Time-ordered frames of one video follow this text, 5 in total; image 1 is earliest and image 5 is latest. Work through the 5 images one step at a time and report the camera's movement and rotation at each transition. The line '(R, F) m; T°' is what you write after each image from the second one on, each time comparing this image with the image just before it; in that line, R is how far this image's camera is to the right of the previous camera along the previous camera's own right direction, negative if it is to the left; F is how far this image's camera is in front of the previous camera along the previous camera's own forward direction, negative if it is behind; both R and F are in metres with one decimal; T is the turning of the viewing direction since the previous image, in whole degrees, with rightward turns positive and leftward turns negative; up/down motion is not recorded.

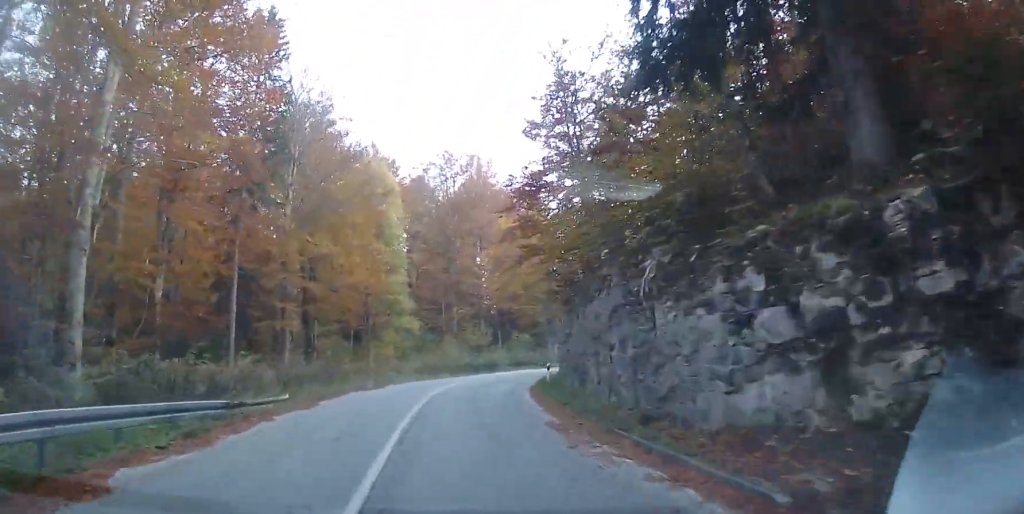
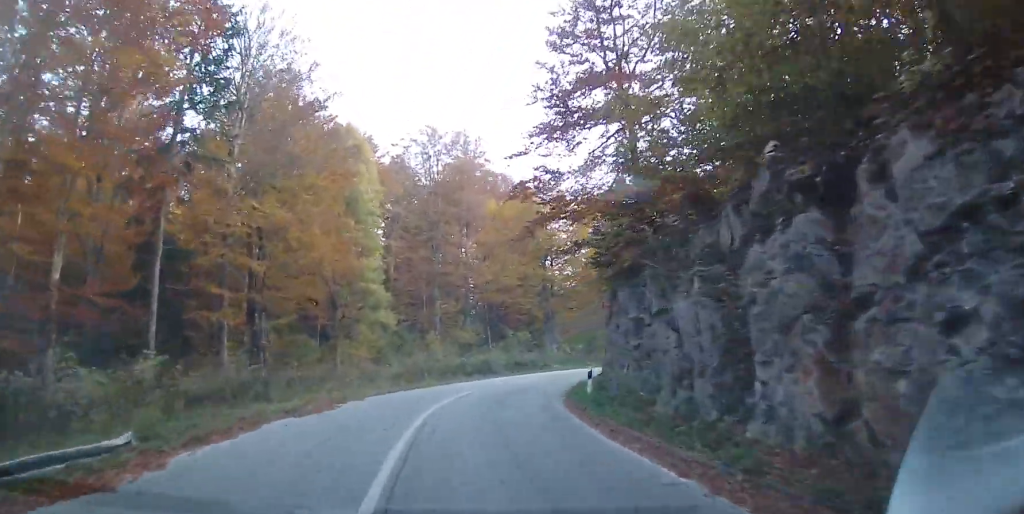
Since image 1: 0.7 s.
(-0.1, +9.8) m; +2°
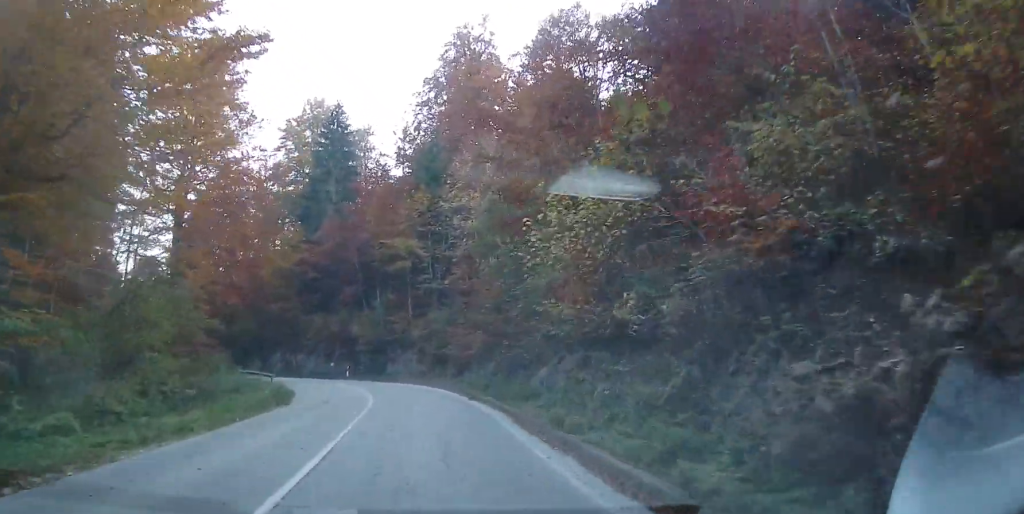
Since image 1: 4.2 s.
(+12.0, +41.6) m; +28°
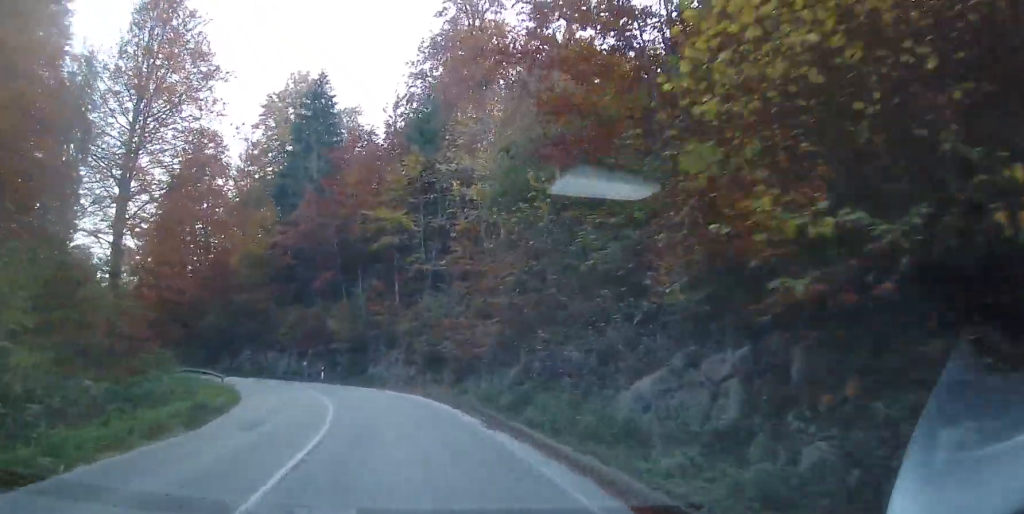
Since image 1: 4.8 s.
(0.0, +7.4) m; 0°
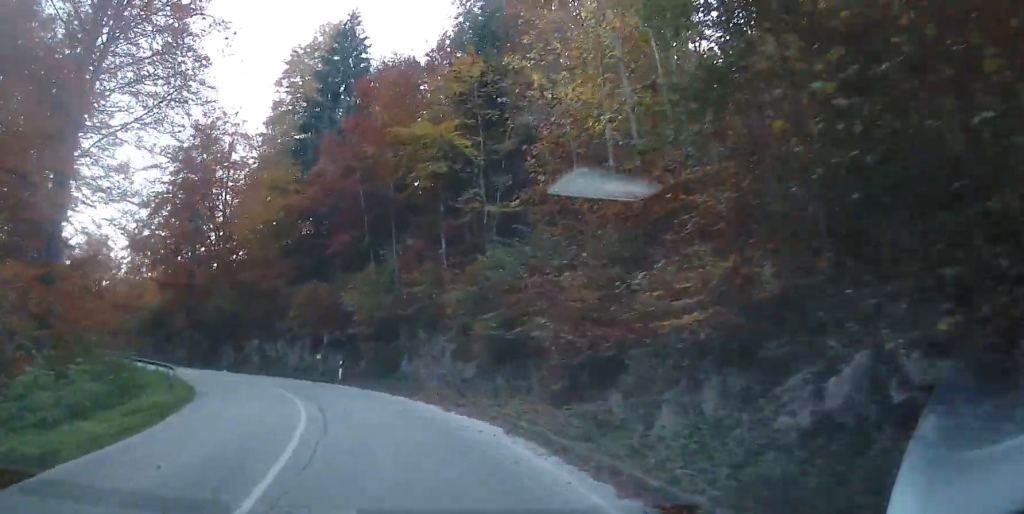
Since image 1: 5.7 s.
(+0.1, +10.7) m; -5°
